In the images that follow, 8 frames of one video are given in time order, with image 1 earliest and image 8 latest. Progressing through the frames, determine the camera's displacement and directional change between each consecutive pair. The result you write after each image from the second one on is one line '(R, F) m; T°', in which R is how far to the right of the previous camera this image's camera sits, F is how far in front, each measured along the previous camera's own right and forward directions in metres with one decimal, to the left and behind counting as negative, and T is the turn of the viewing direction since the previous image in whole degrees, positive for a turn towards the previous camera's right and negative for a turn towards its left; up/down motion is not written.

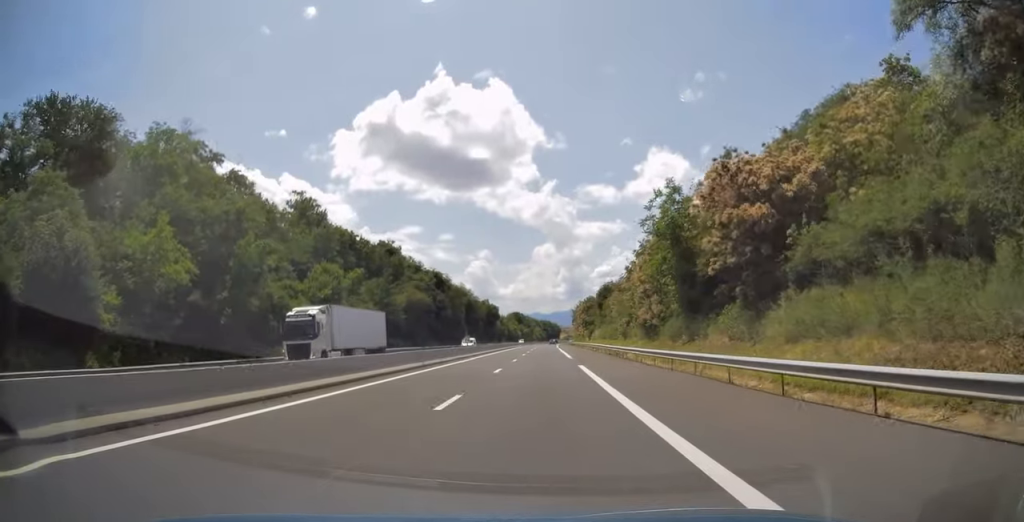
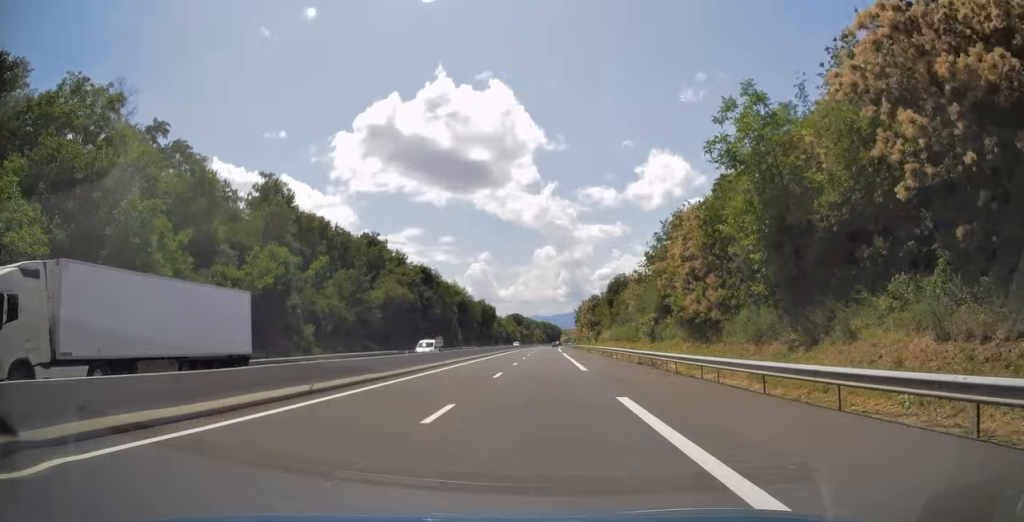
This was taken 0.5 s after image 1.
(0.0, +14.6) m; 0°
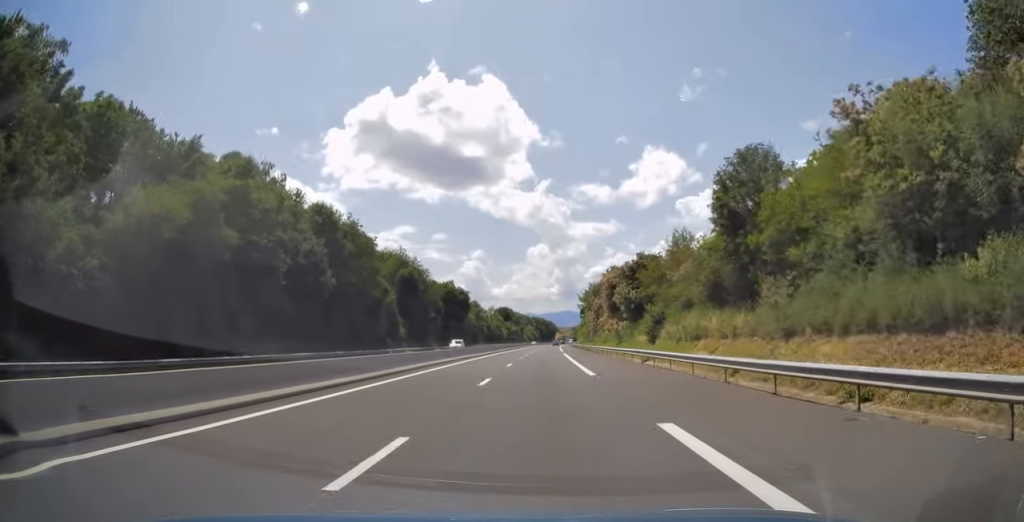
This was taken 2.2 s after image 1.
(0.0, +56.5) m; 0°
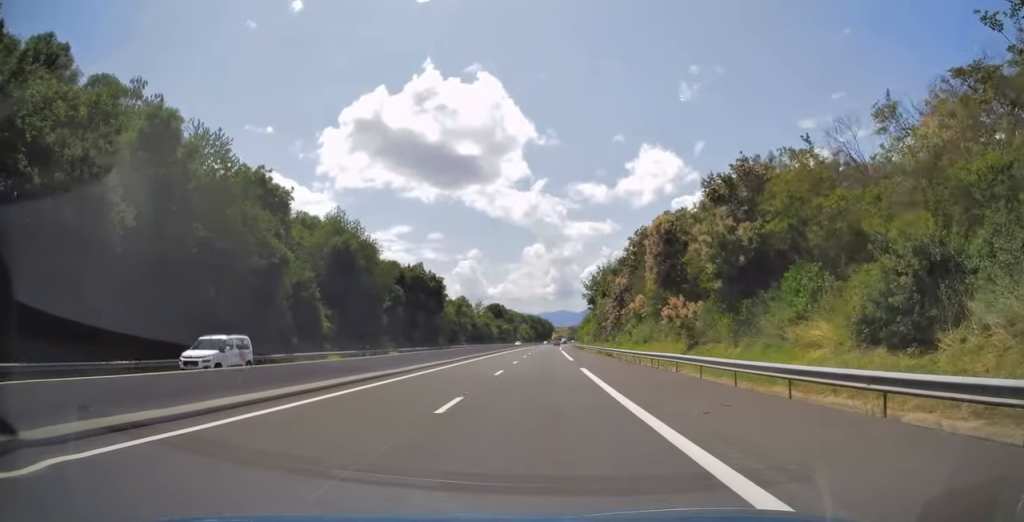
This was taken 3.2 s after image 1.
(+0.4, +32.8) m; +1°
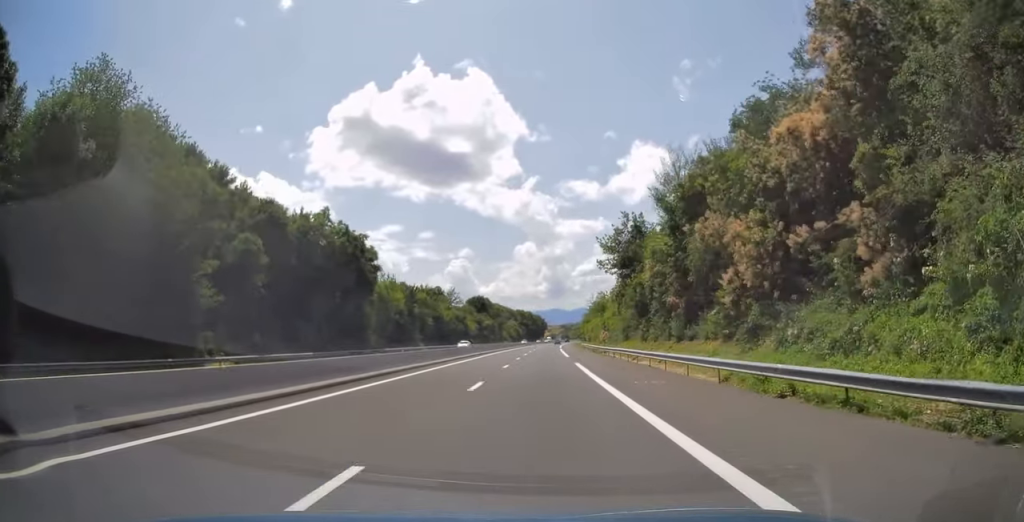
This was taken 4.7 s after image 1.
(+0.1, +46.8) m; 0°
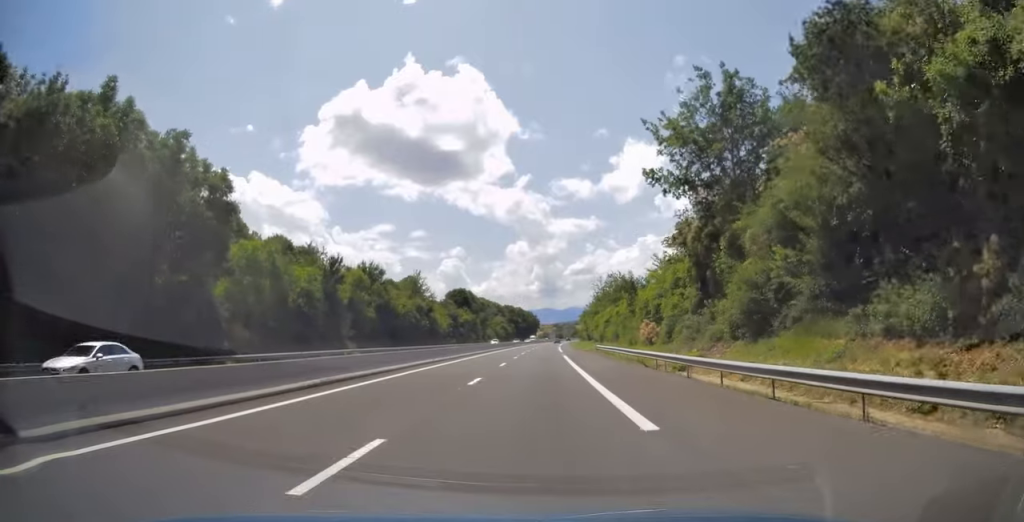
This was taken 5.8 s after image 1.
(+0.3, +37.1) m; +1°
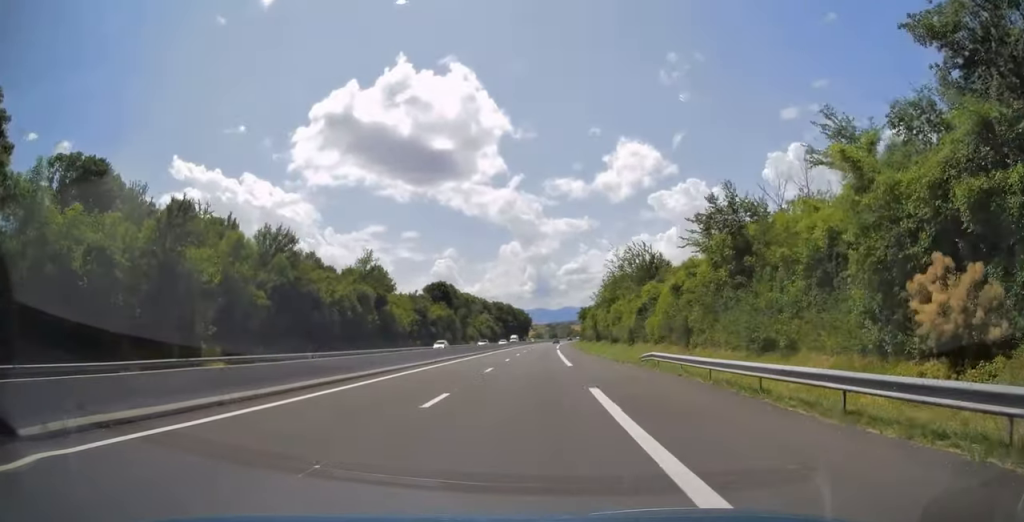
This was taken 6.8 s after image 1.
(+0.2, +31.7) m; 0°
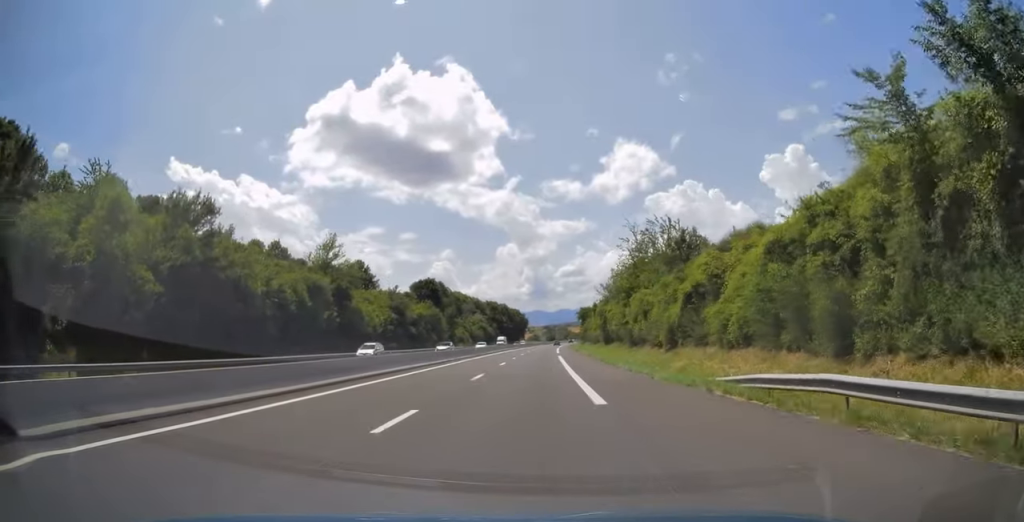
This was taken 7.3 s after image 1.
(0.0, +16.1) m; 0°
